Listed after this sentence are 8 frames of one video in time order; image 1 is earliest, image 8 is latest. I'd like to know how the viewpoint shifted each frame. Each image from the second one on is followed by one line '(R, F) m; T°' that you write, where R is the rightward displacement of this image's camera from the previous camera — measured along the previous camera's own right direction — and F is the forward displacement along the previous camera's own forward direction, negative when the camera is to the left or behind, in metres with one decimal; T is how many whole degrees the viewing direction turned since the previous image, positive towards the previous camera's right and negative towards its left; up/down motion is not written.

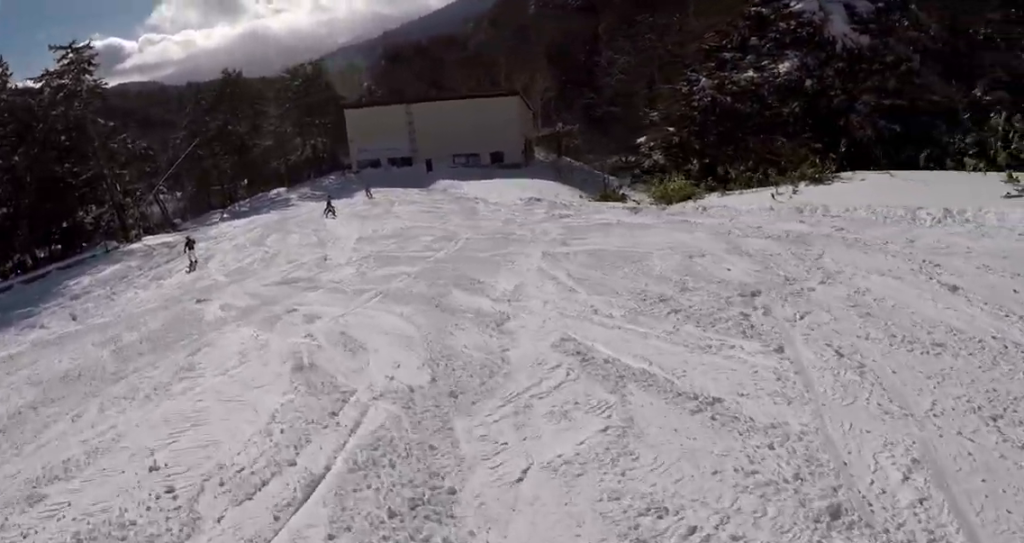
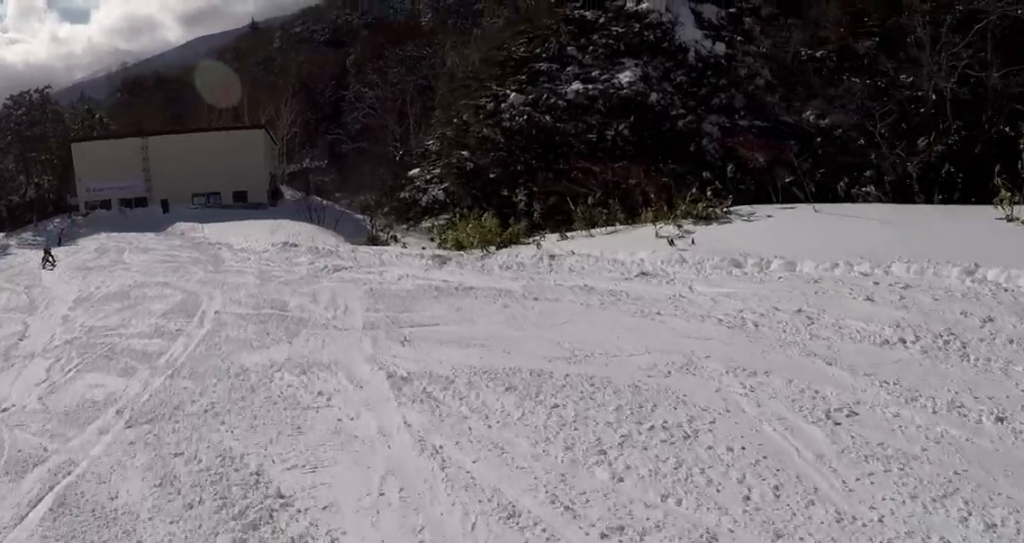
(-0.5, +6.5) m; -4°
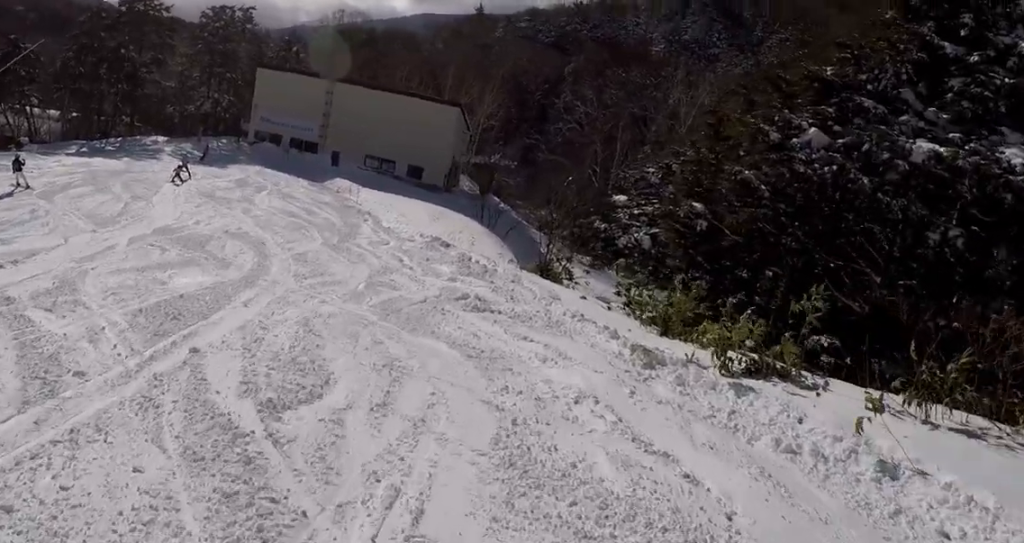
(+0.1, +7.5) m; -1°
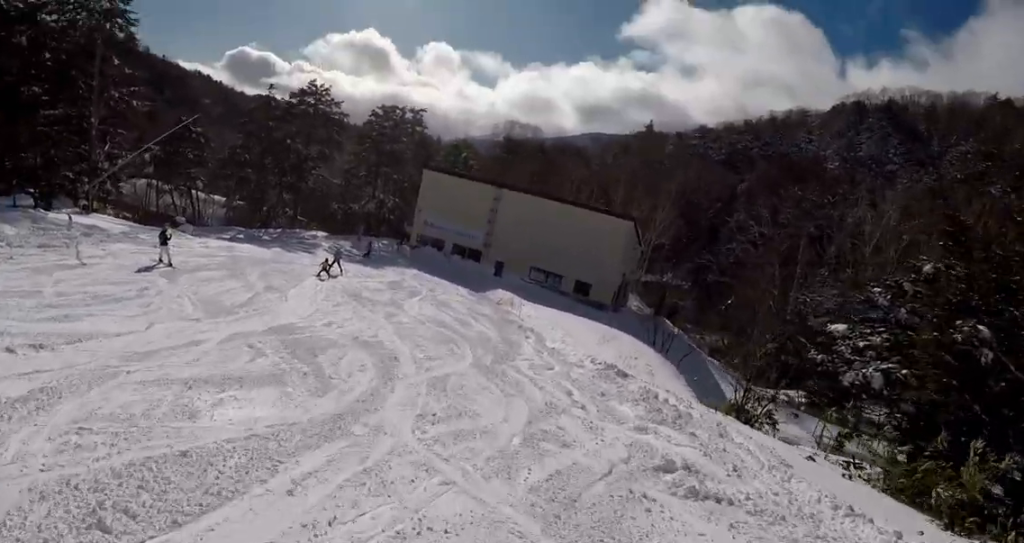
(+0.1, +4.6) m; -2°
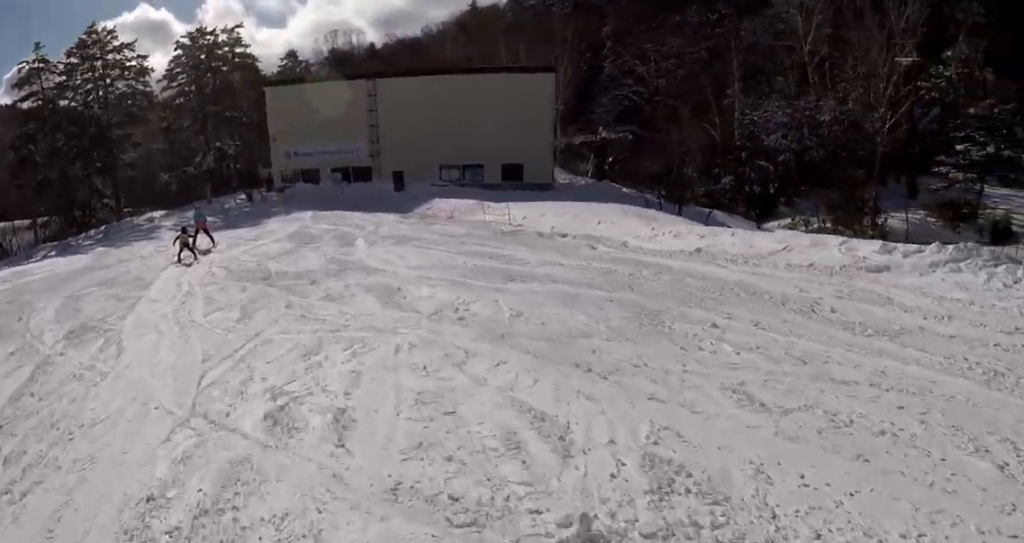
(-0.2, +16.1) m; +7°
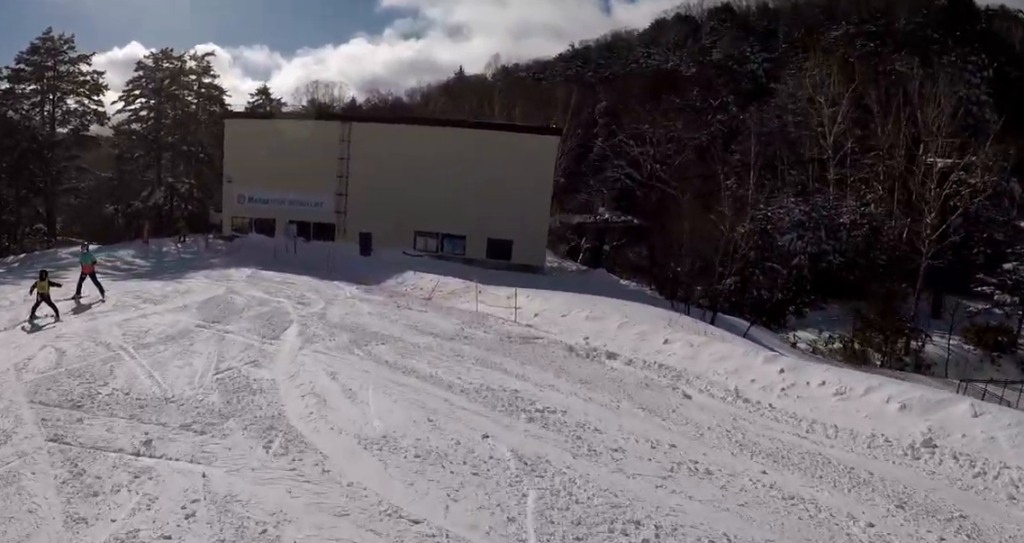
(+0.6, +7.3) m; -8°
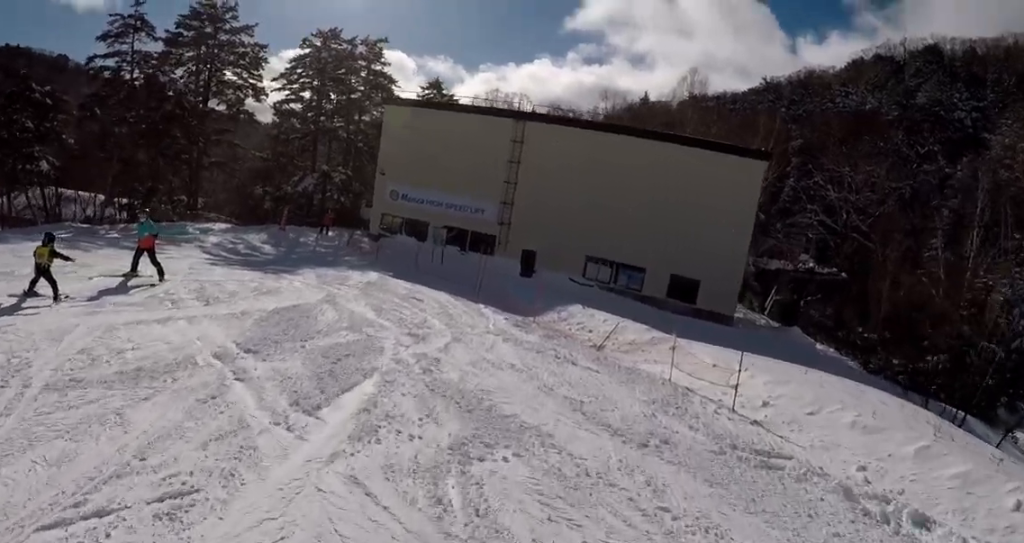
(-0.8, +5.6) m; -17°
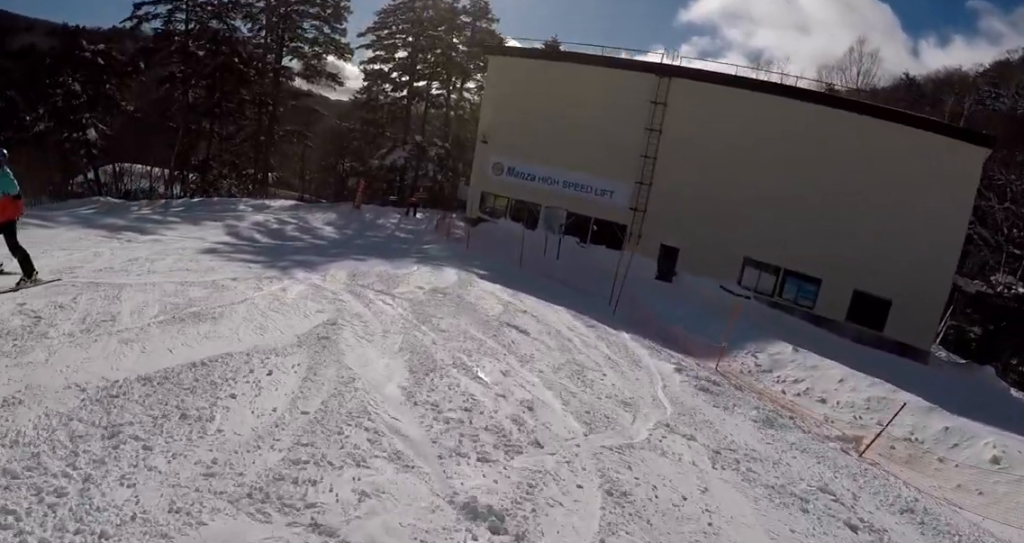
(-1.3, +6.9) m; -8°
